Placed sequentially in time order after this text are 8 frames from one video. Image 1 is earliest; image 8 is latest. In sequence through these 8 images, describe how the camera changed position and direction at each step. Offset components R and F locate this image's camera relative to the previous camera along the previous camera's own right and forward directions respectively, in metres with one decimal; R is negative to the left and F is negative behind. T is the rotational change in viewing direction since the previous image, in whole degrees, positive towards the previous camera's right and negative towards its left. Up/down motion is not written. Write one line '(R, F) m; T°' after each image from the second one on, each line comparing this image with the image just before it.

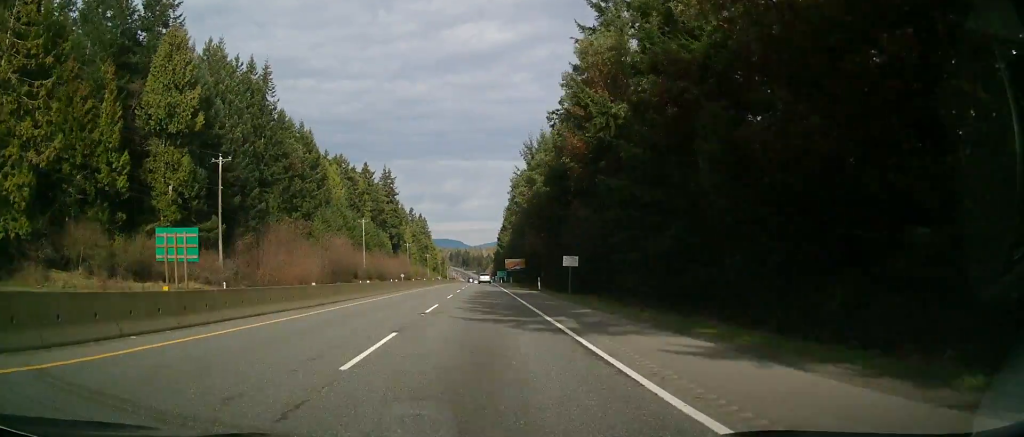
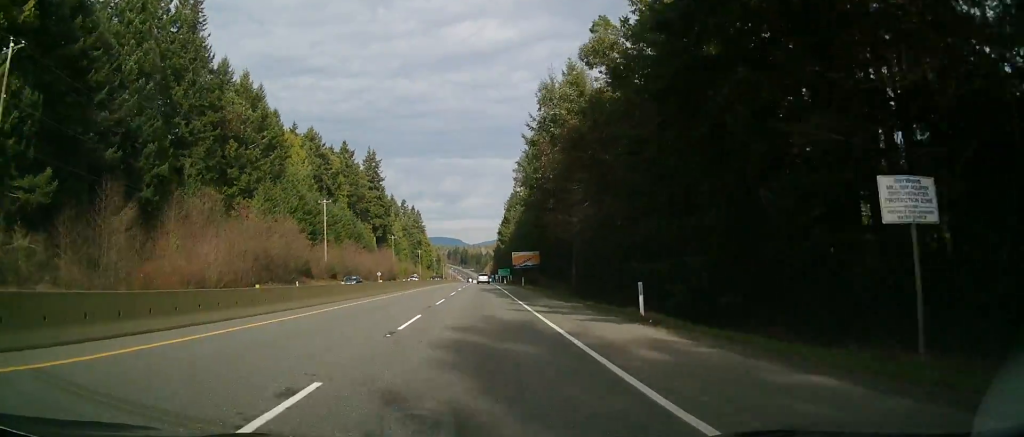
(0.0, +30.2) m; 0°
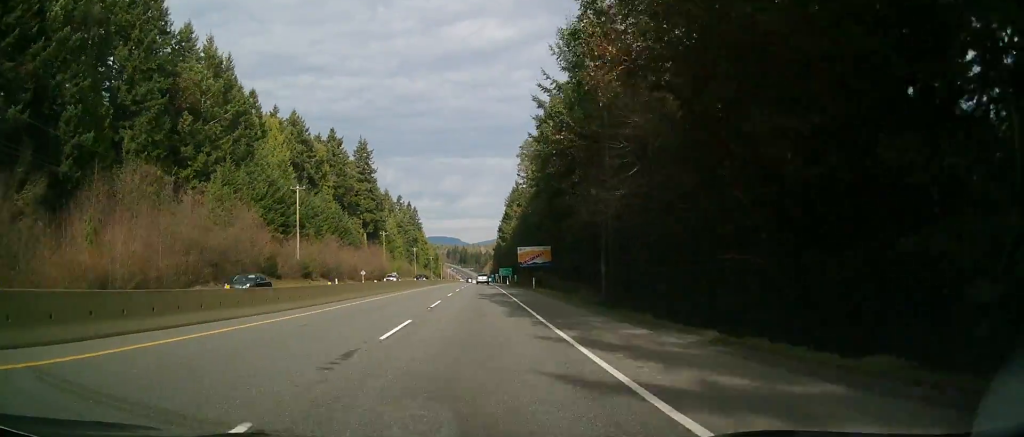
(+0.1, +14.2) m; 0°
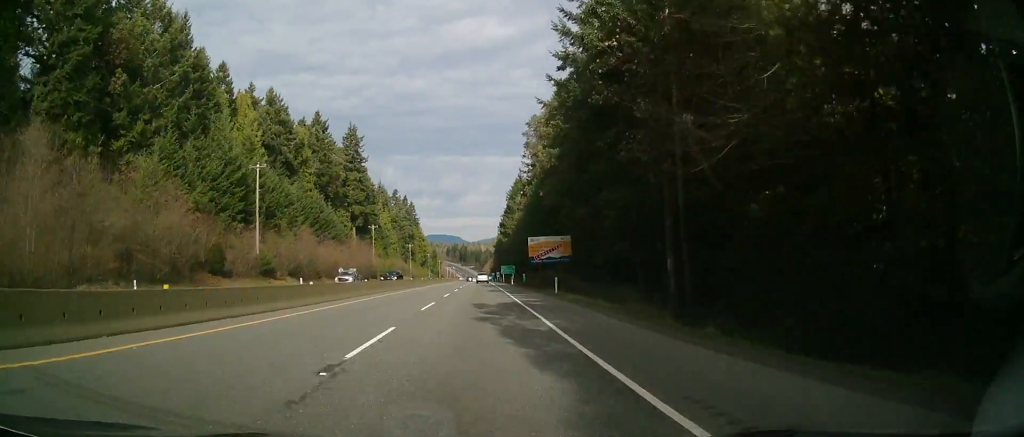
(+0.1, +15.2) m; 0°
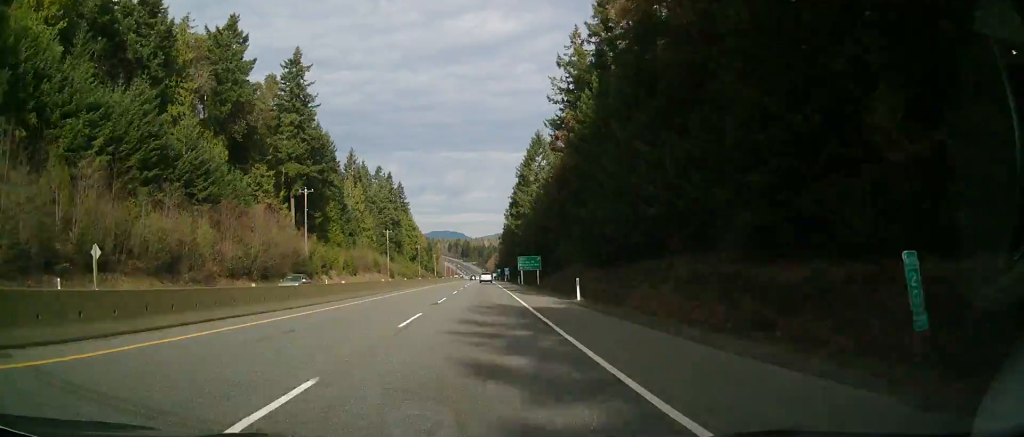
(-0.5, +56.8) m; -1°
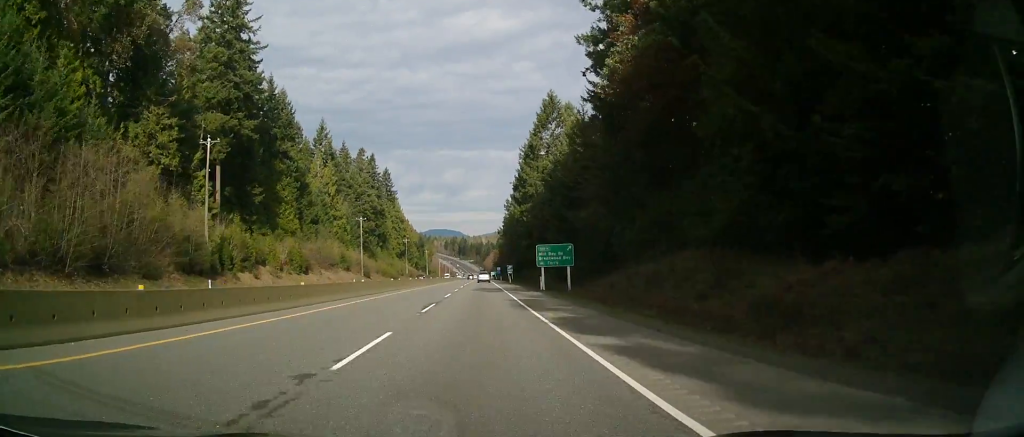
(0.0, +31.8) m; 0°
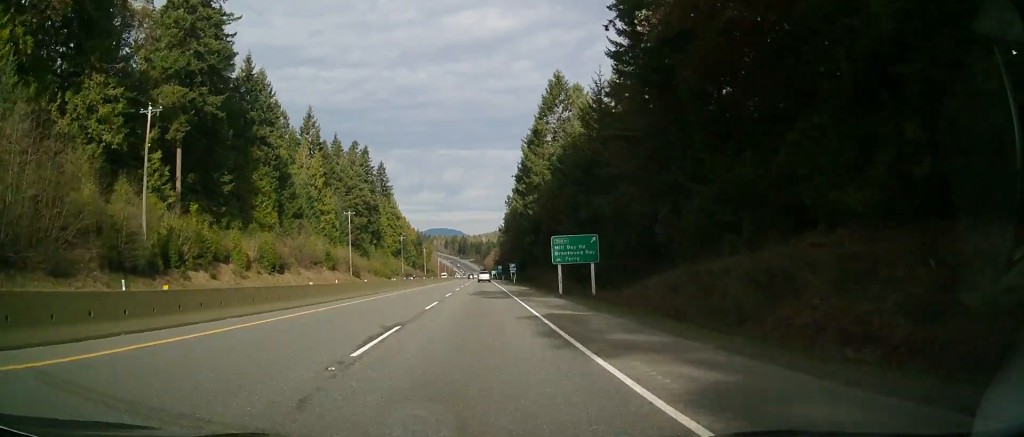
(0.0, +11.2) m; 0°
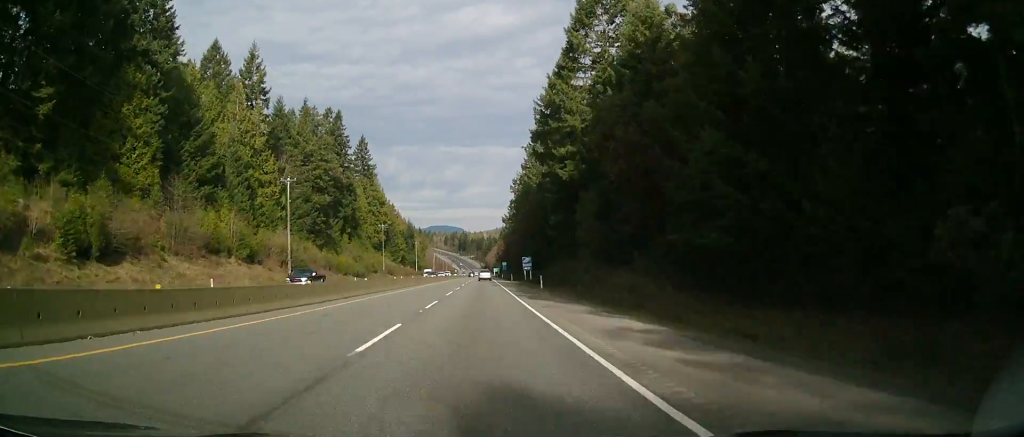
(-0.2, +37.0) m; 0°
